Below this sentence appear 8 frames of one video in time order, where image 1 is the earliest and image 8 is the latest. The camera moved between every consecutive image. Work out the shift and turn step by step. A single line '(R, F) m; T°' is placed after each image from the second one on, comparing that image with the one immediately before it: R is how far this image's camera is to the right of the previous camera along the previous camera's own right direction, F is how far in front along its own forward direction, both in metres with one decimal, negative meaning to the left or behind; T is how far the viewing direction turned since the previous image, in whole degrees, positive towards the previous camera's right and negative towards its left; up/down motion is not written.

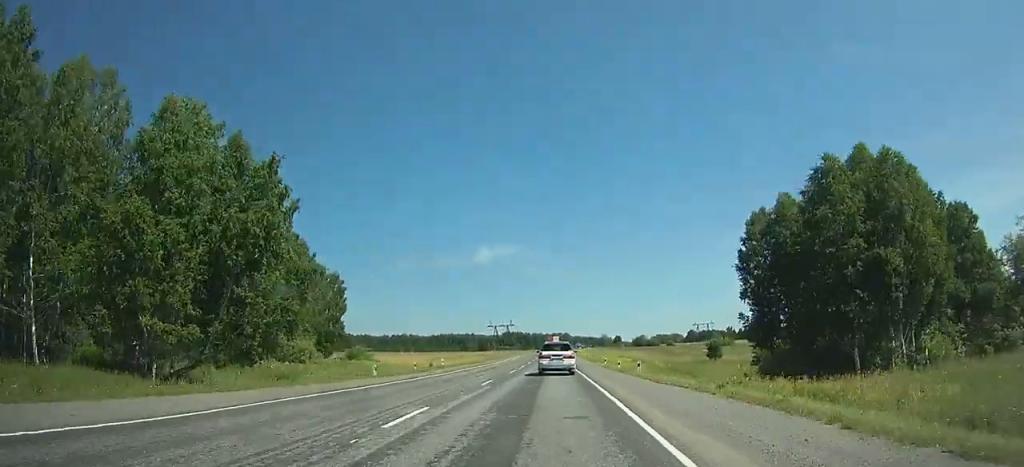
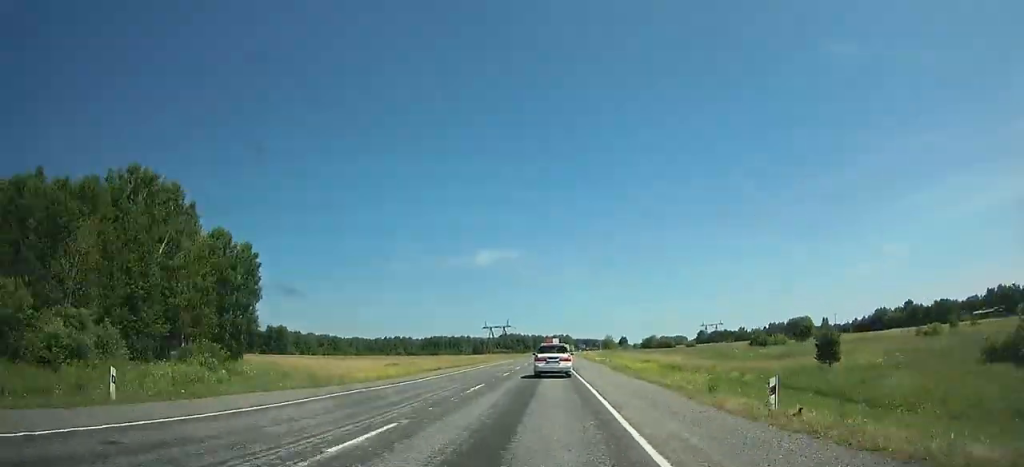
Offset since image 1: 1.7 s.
(0.0, +37.4) m; 0°
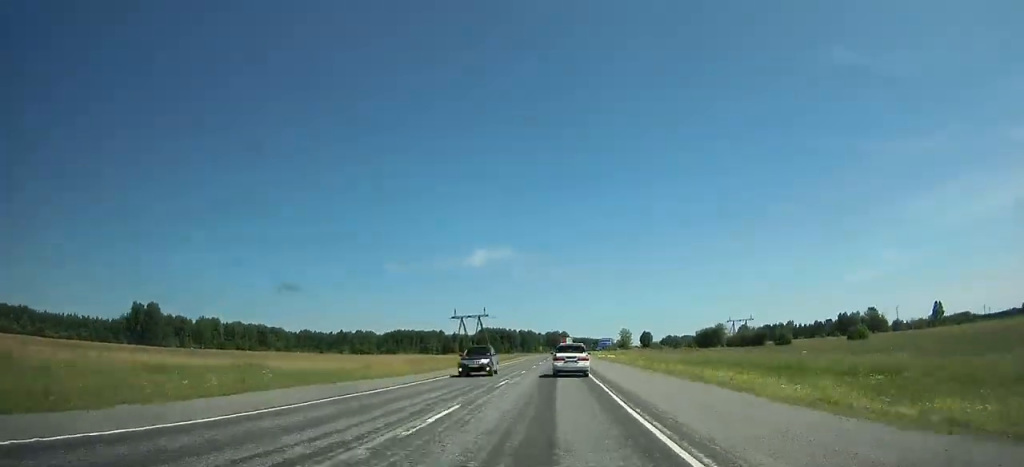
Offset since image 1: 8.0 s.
(+0.1, +130.4) m; +1°
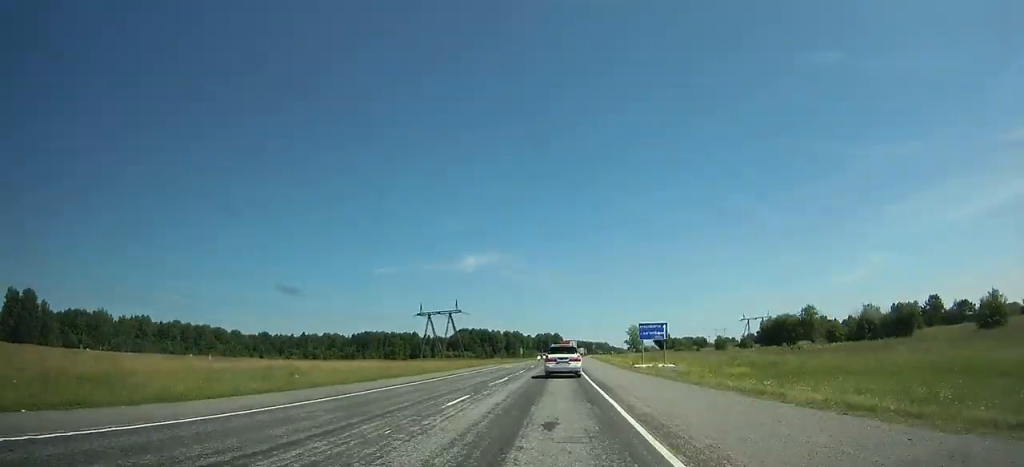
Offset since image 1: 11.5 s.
(+1.0, +68.6) m; +1°
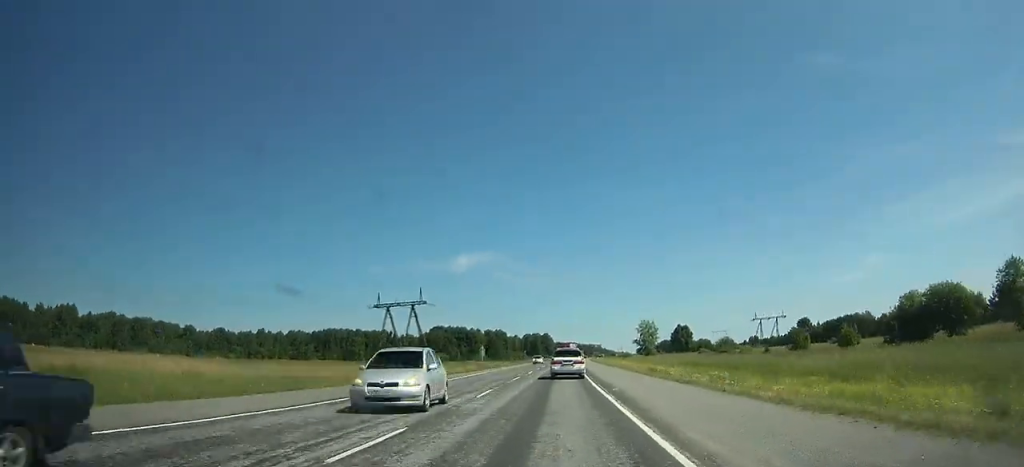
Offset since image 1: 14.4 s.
(+0.2, +56.0) m; +1°
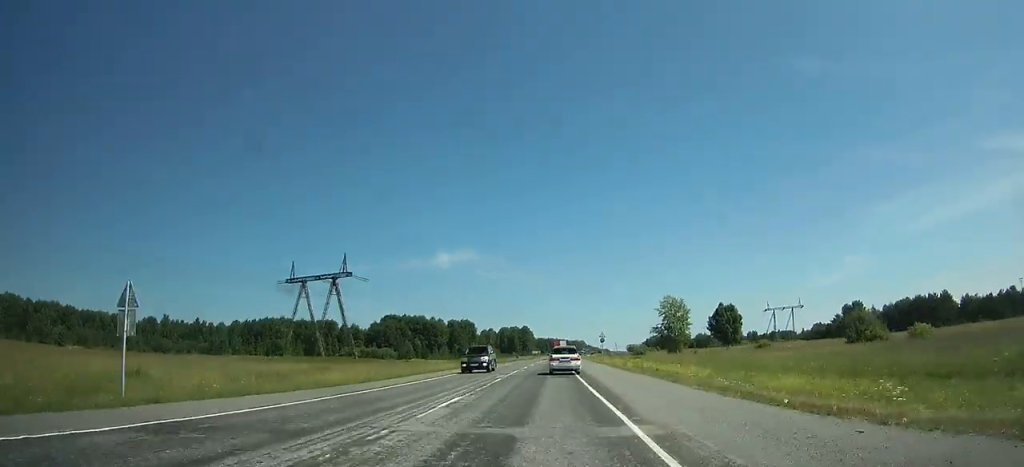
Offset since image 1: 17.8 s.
(+0.6, +65.4) m; +1°
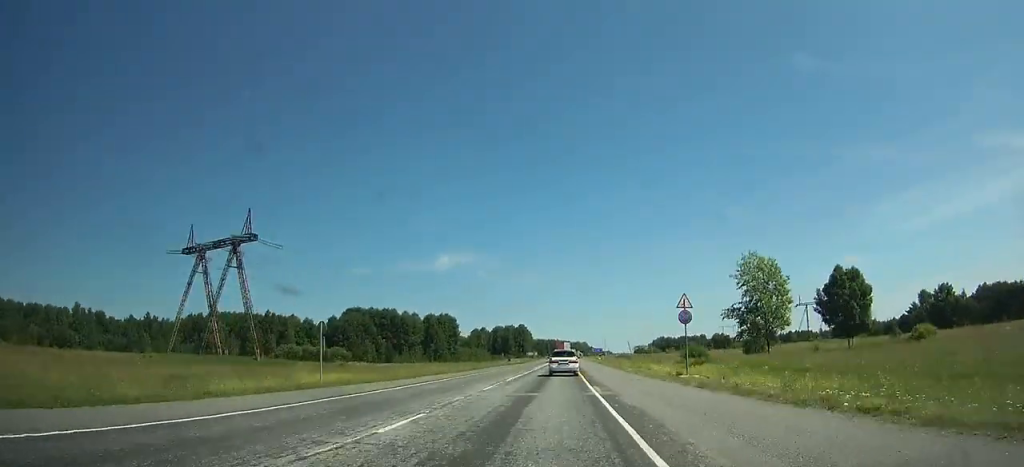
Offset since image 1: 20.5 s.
(+0.4, +52.2) m; +1°
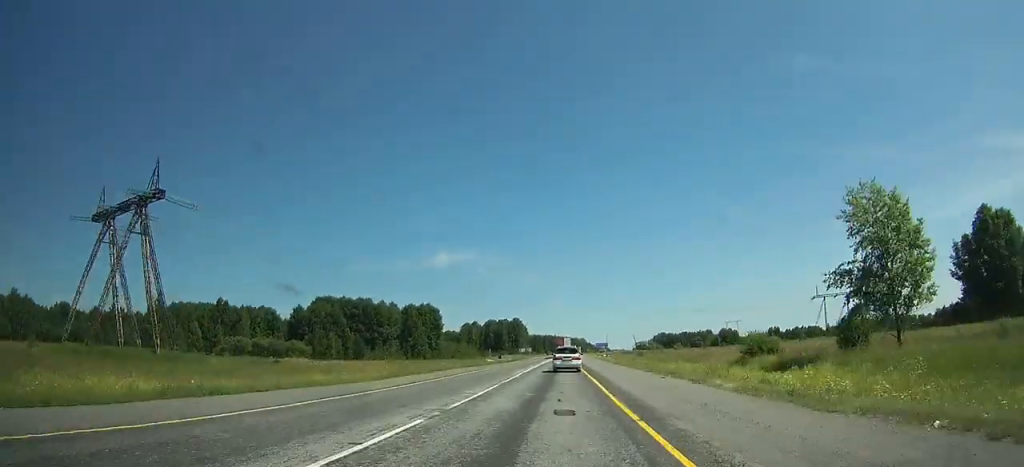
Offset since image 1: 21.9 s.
(0.0, +27.3) m; 0°
